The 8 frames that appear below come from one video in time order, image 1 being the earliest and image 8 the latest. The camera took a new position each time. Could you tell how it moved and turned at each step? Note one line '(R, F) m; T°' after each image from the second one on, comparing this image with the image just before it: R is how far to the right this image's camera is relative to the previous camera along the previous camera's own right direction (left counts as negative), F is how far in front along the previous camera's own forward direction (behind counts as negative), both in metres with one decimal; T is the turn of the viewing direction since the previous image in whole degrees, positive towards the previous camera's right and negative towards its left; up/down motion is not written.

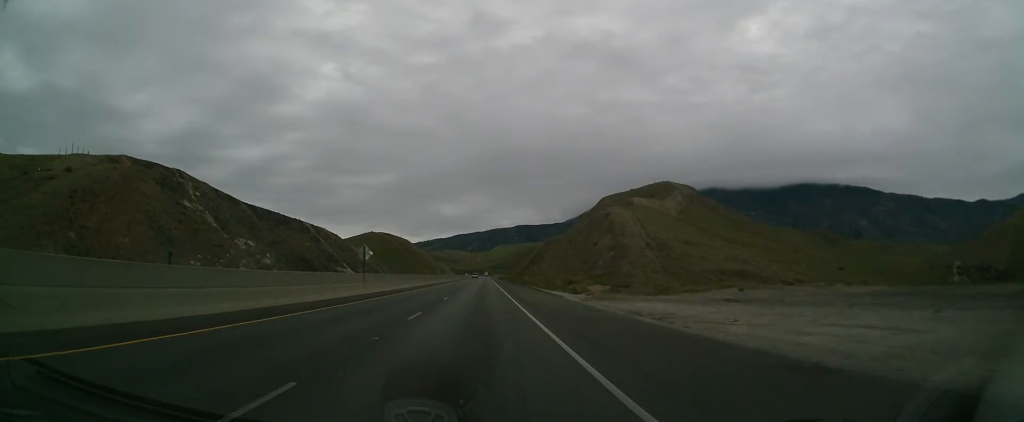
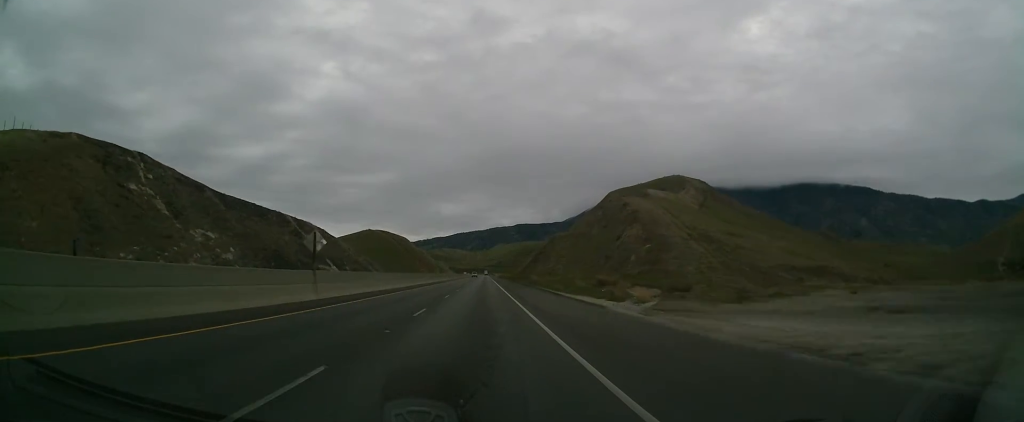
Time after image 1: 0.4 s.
(+0.1, +13.9) m; 0°
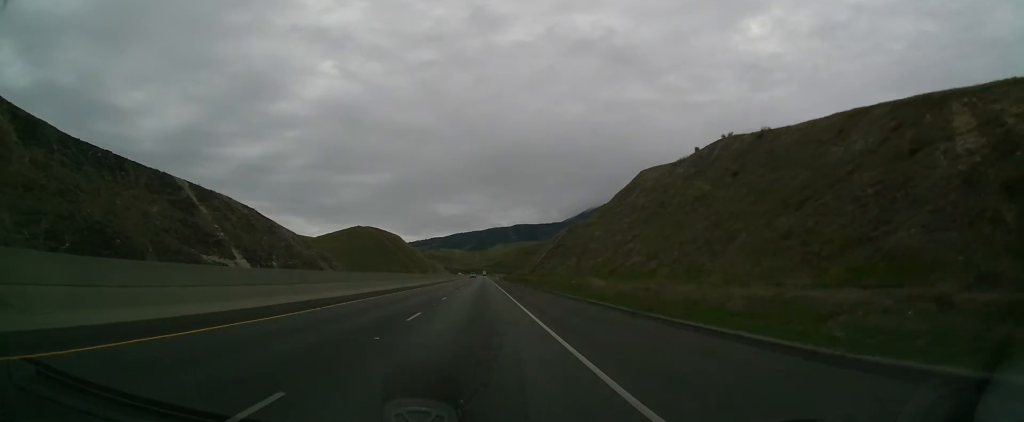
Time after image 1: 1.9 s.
(+0.2, +45.6) m; 0°
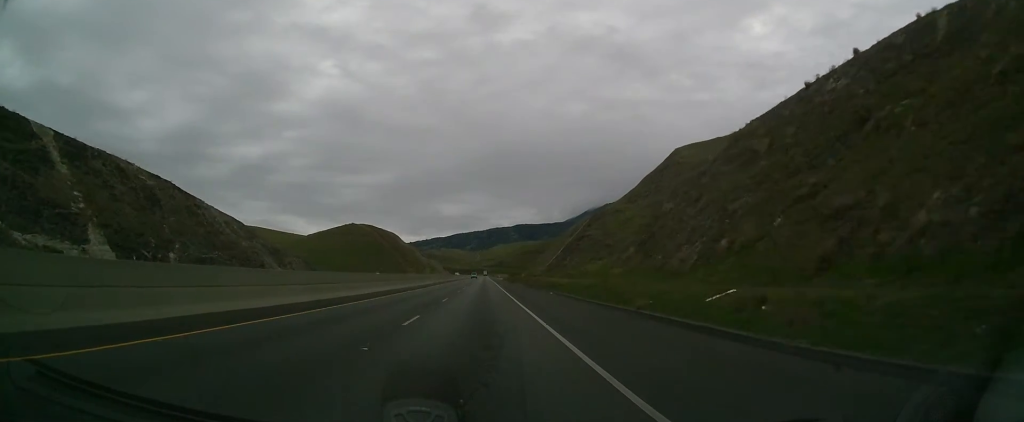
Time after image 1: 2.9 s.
(0.0, +27.6) m; 0°
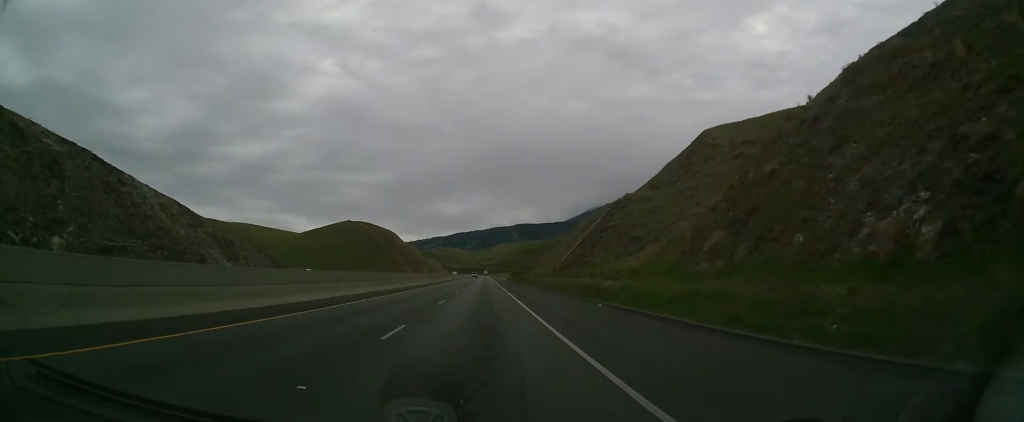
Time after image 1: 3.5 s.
(-0.1, +15.1) m; 0°
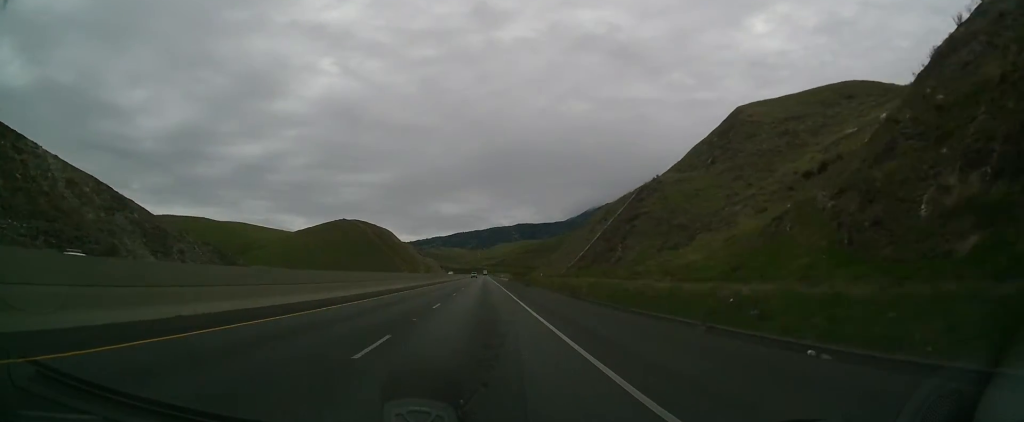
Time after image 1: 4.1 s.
(0.0, +14.3) m; 0°
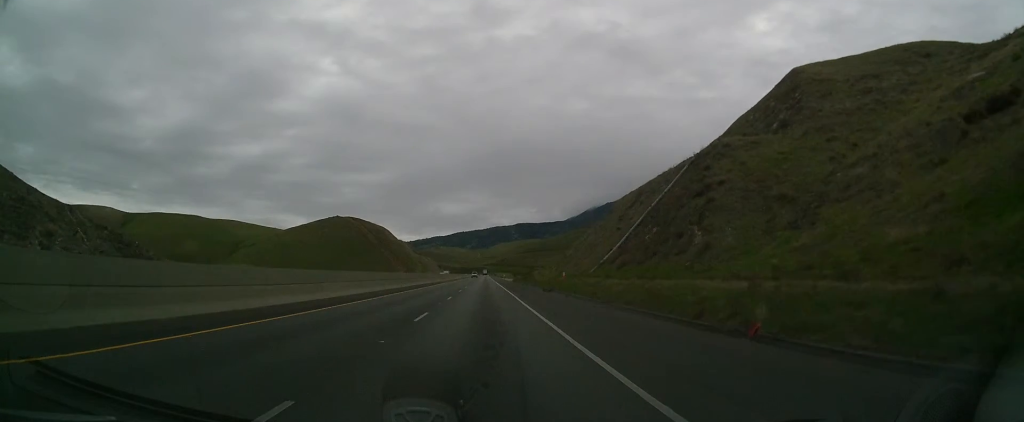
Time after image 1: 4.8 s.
(0.0, +17.6) m; +1°
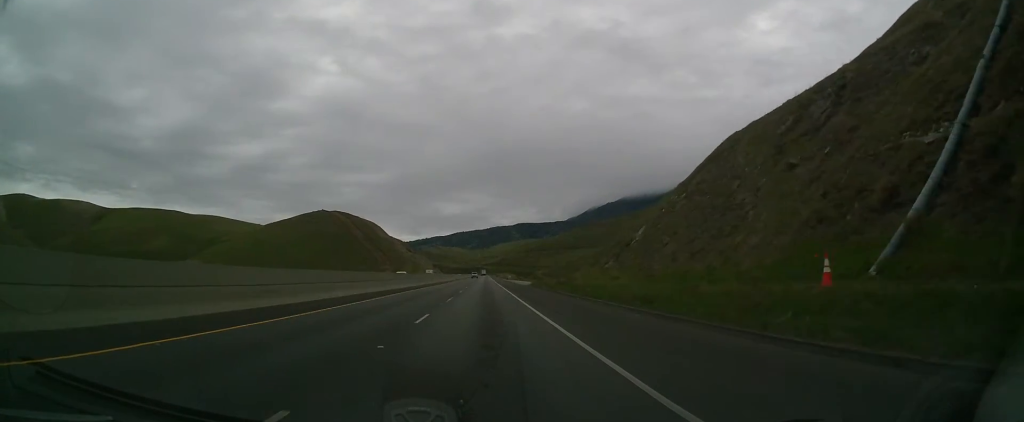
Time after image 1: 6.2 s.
(+0.5, +39.7) m; 0°
